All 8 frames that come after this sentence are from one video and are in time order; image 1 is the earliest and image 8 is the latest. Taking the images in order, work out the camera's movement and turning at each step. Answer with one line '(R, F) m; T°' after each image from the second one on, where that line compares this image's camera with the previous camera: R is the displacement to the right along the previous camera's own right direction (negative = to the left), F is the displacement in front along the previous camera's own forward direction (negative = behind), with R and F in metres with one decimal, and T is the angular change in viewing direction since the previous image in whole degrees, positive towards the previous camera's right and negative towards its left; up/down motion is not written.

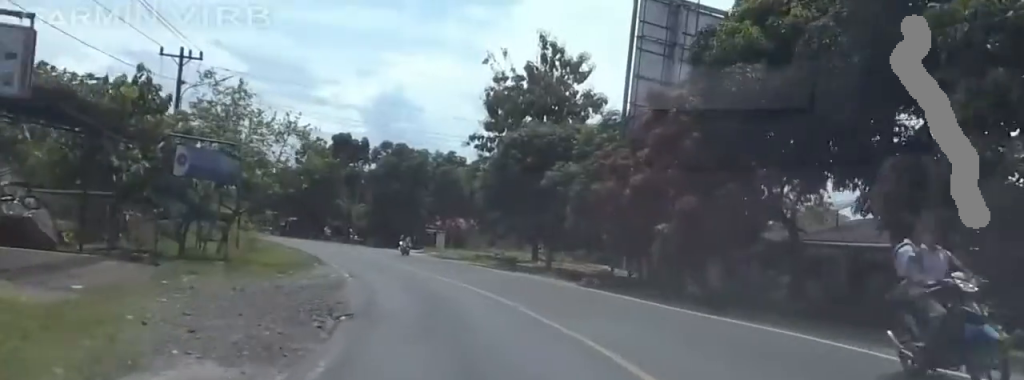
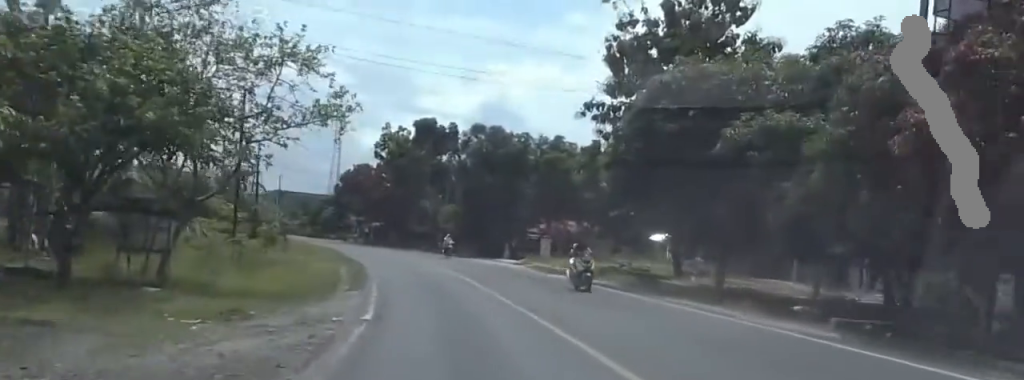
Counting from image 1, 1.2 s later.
(-0.6, +16.7) m; -1°
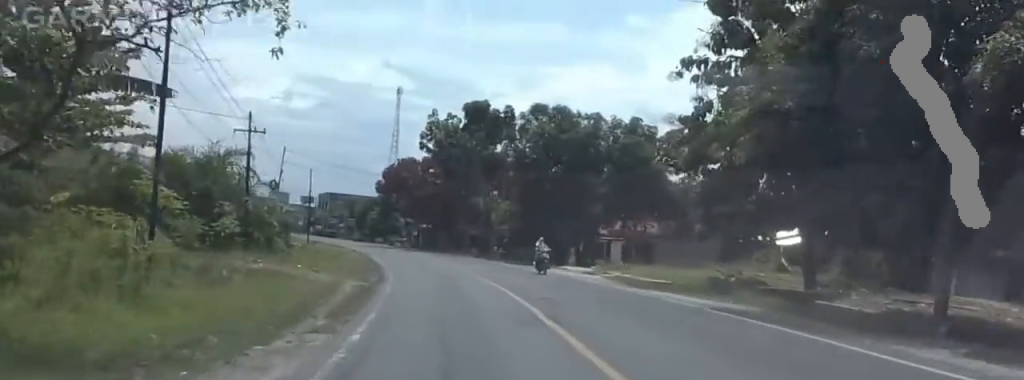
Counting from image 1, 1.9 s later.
(+0.2, +10.9) m; 0°
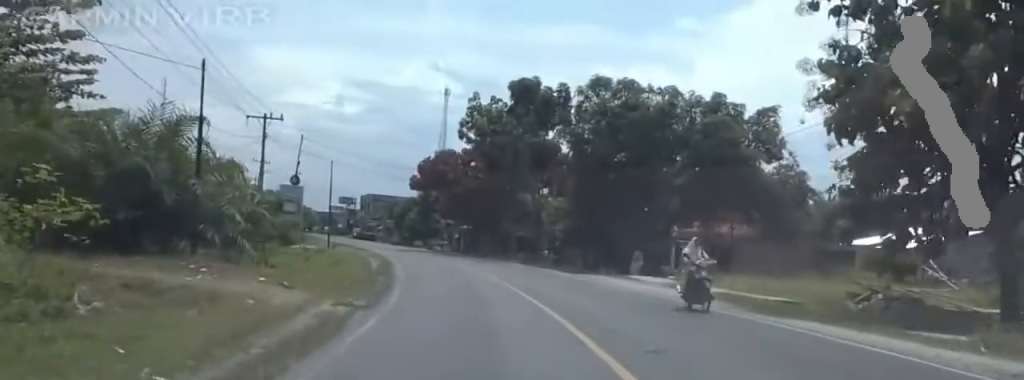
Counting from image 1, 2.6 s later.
(-0.1, +9.9) m; -3°
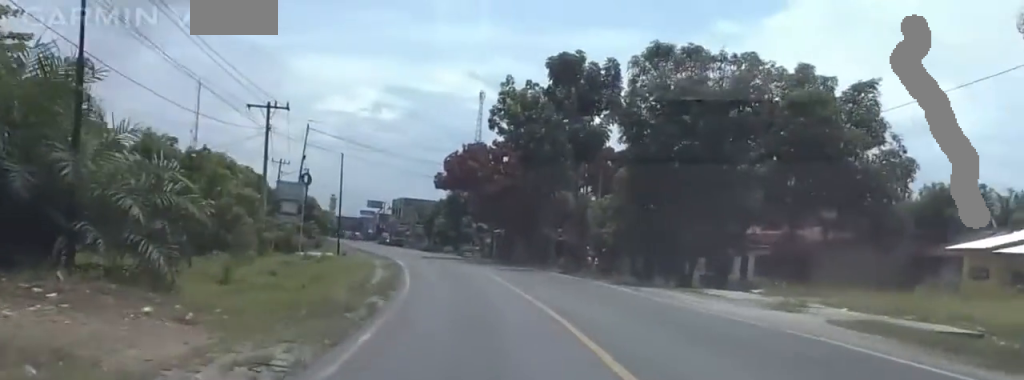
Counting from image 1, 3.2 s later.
(+0.3, +8.3) m; -4°
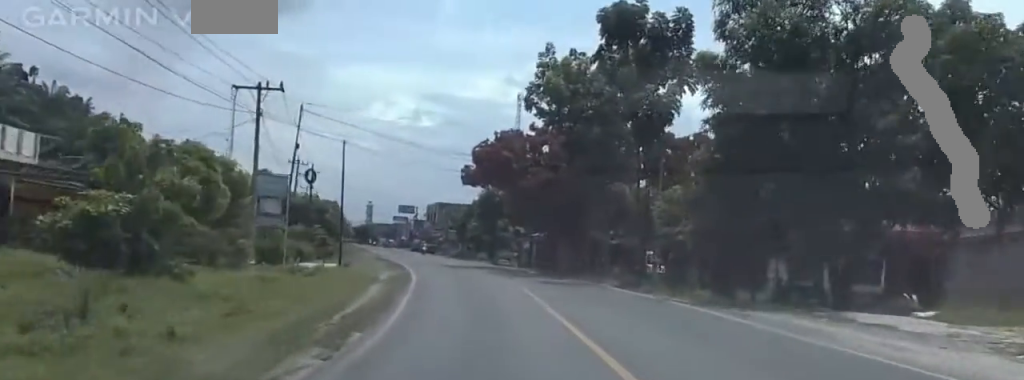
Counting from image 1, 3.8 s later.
(-1.0, +10.1) m; -4°
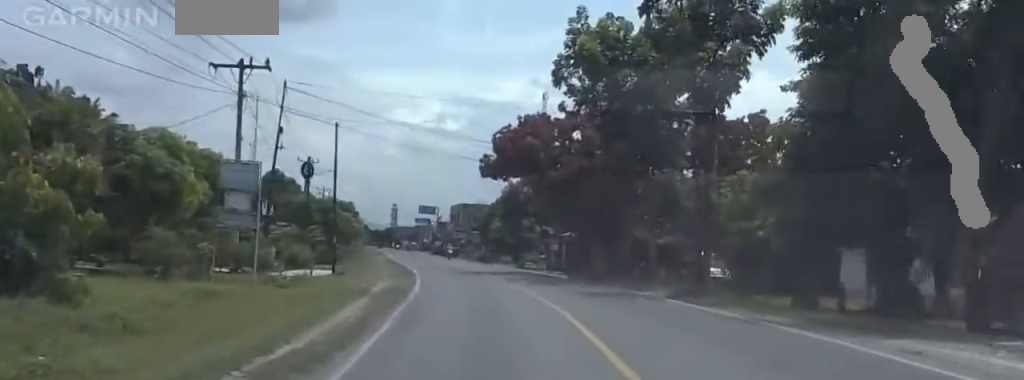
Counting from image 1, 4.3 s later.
(-0.2, +7.1) m; -2°
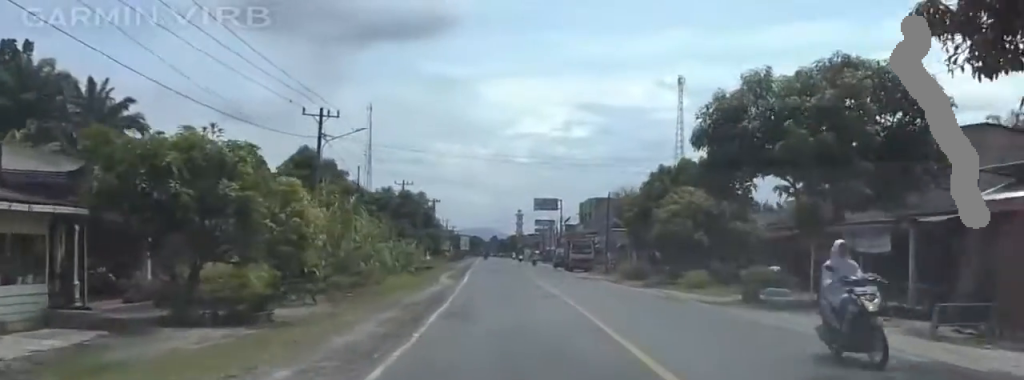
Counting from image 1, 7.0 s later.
(-2.6, +39.2) m; -6°
